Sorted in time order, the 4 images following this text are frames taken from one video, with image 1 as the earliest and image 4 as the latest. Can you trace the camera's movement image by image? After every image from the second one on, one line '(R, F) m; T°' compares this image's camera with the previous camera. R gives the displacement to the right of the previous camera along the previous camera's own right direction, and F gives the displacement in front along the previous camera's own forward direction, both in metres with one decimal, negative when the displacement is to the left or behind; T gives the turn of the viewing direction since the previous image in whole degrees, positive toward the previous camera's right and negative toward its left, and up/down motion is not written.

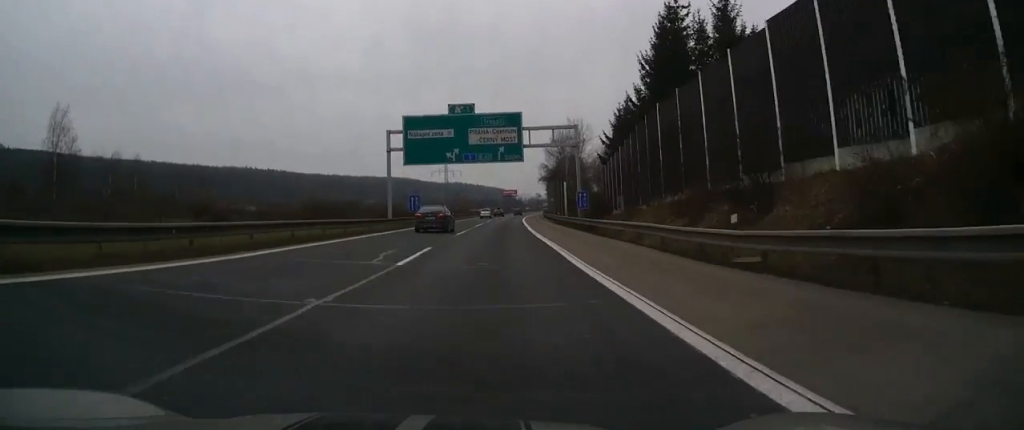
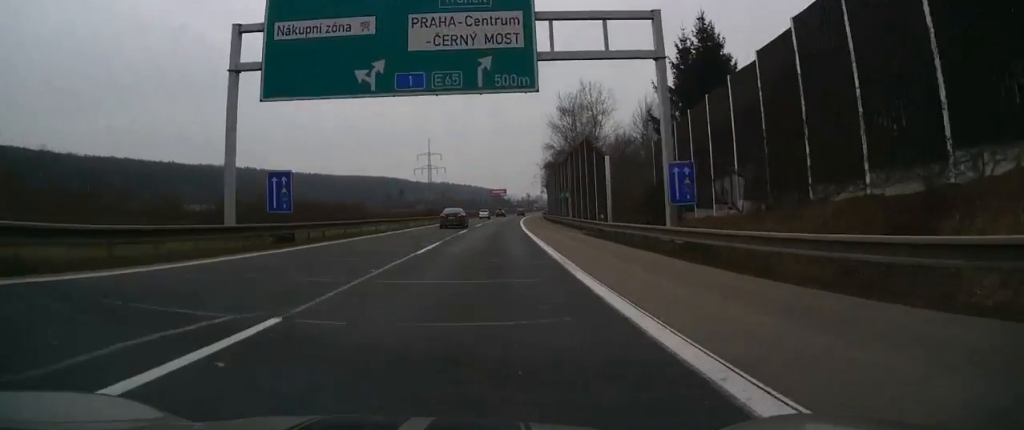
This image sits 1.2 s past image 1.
(+0.2, +30.6) m; +1°
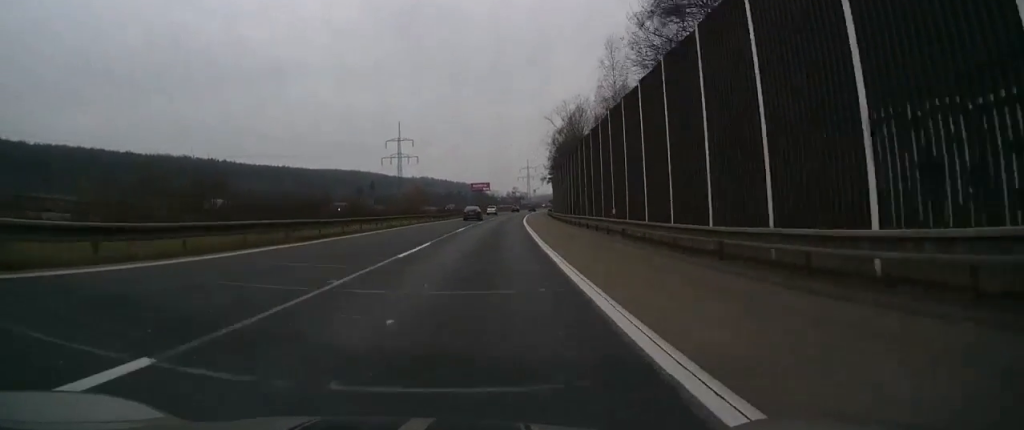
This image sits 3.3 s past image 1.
(-0.4, +55.5) m; +1°
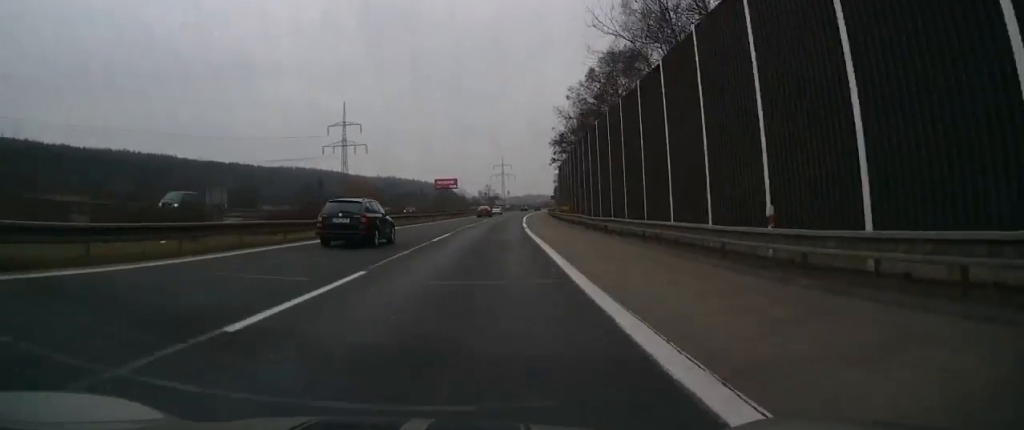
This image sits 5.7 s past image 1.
(+2.4, +63.9) m; +3°
